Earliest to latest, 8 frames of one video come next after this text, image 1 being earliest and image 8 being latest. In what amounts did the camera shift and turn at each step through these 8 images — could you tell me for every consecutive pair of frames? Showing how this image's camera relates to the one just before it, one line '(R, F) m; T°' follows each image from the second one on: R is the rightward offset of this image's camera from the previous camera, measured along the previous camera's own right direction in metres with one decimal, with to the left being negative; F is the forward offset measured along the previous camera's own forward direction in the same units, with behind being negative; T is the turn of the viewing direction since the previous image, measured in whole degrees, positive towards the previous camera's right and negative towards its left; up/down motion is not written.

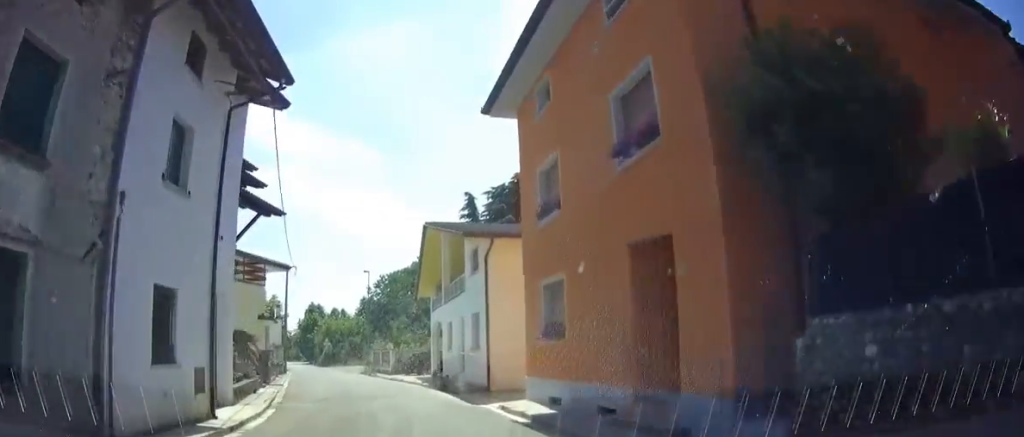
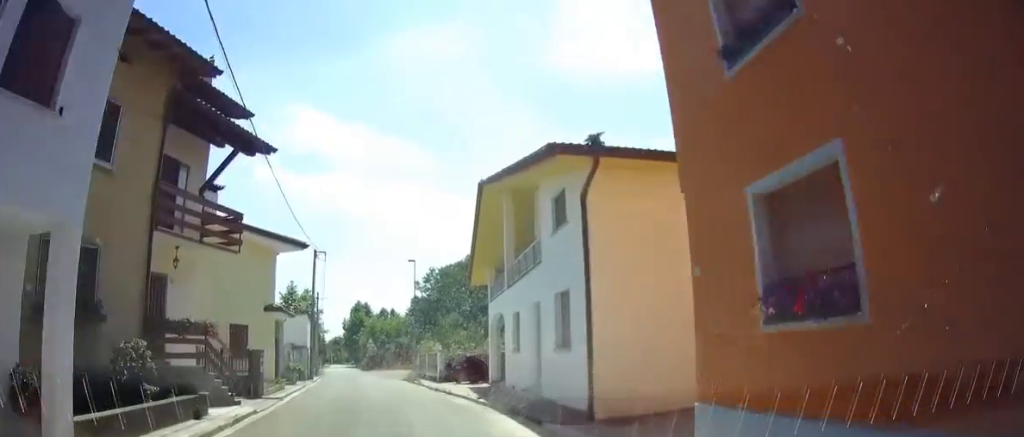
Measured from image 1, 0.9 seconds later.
(-0.7, +8.0) m; -6°
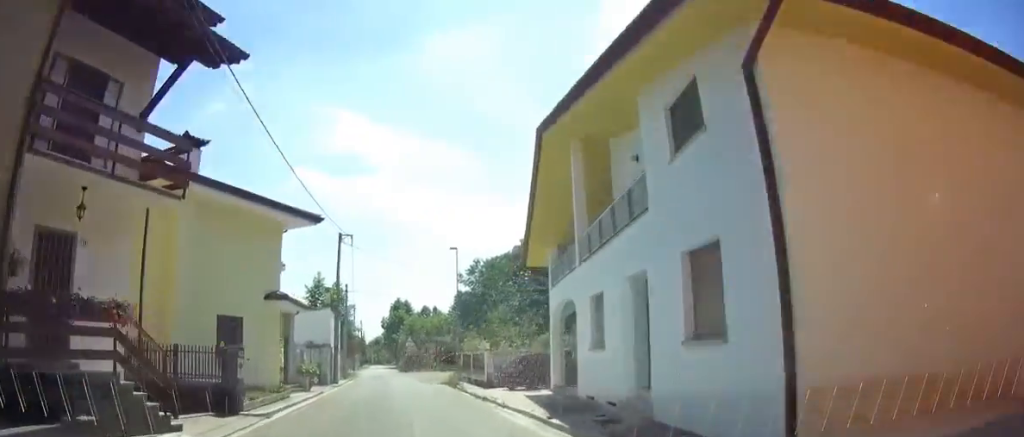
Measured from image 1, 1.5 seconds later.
(-0.1, +5.4) m; -2°
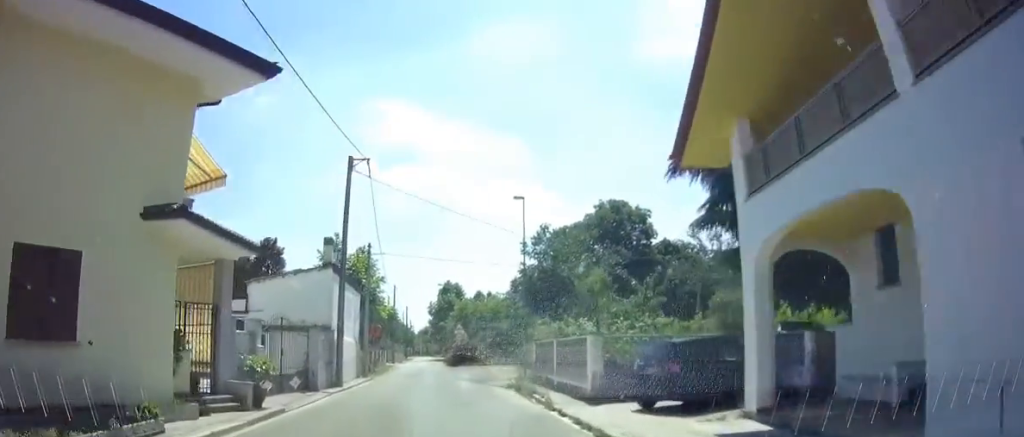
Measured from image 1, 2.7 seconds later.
(-0.3, +11.1) m; -5°
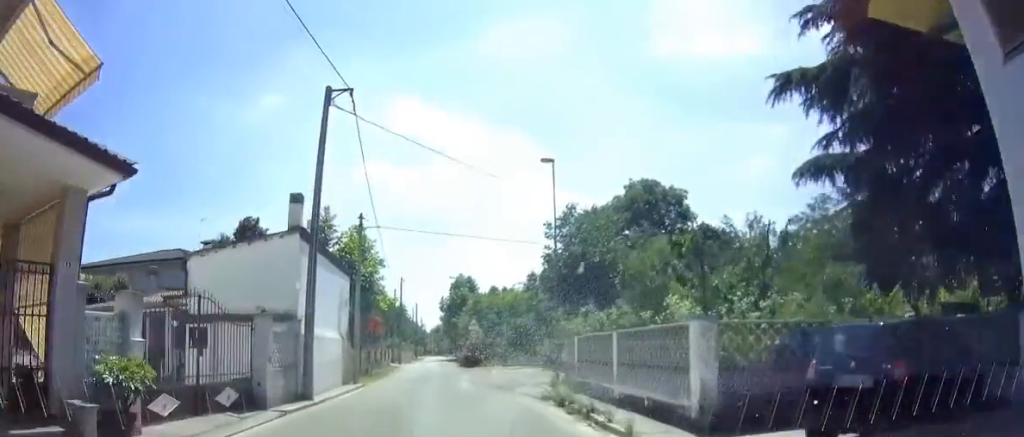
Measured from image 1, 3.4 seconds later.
(-0.2, +6.1) m; -3°
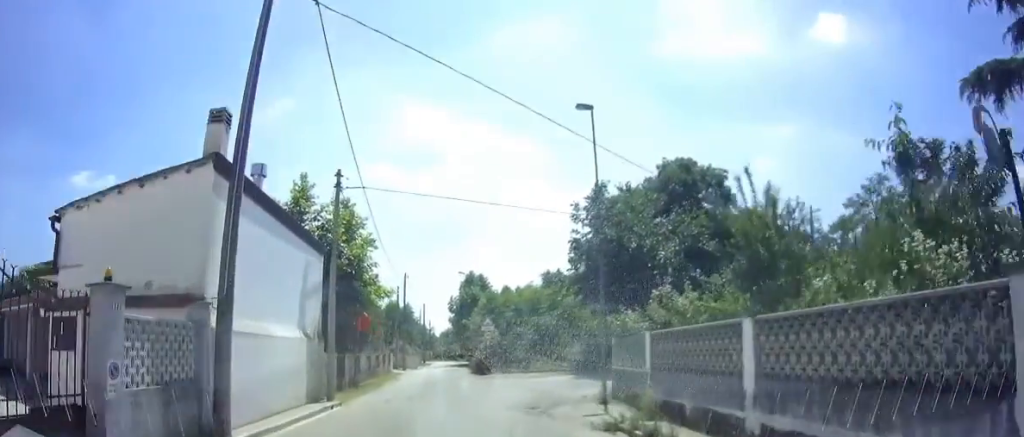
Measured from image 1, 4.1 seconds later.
(-0.2, +6.0) m; -2°
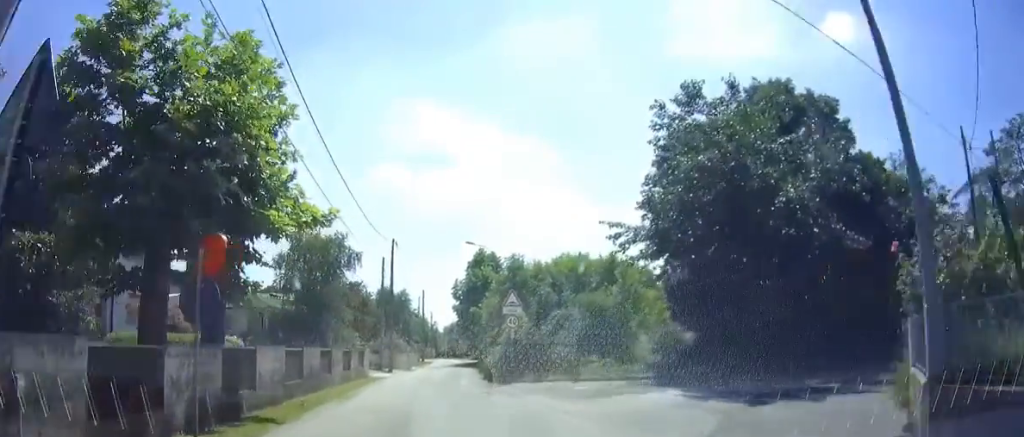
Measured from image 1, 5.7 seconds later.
(+0.1, +12.8) m; -1°
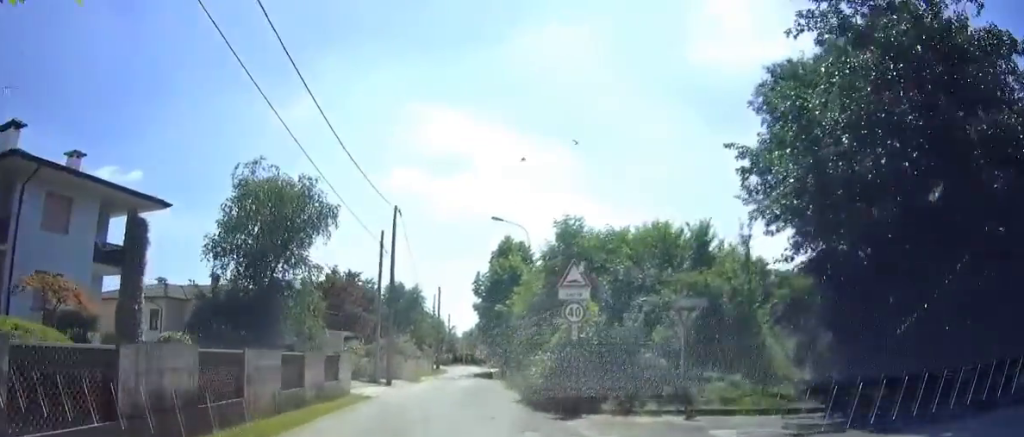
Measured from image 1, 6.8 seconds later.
(-0.2, +9.1) m; -2°
